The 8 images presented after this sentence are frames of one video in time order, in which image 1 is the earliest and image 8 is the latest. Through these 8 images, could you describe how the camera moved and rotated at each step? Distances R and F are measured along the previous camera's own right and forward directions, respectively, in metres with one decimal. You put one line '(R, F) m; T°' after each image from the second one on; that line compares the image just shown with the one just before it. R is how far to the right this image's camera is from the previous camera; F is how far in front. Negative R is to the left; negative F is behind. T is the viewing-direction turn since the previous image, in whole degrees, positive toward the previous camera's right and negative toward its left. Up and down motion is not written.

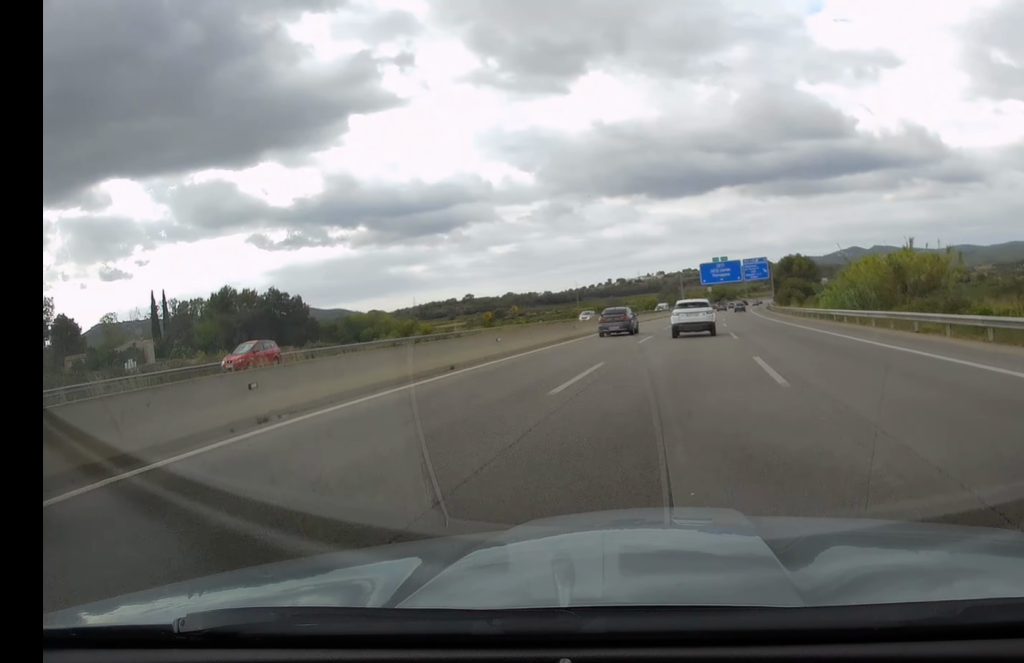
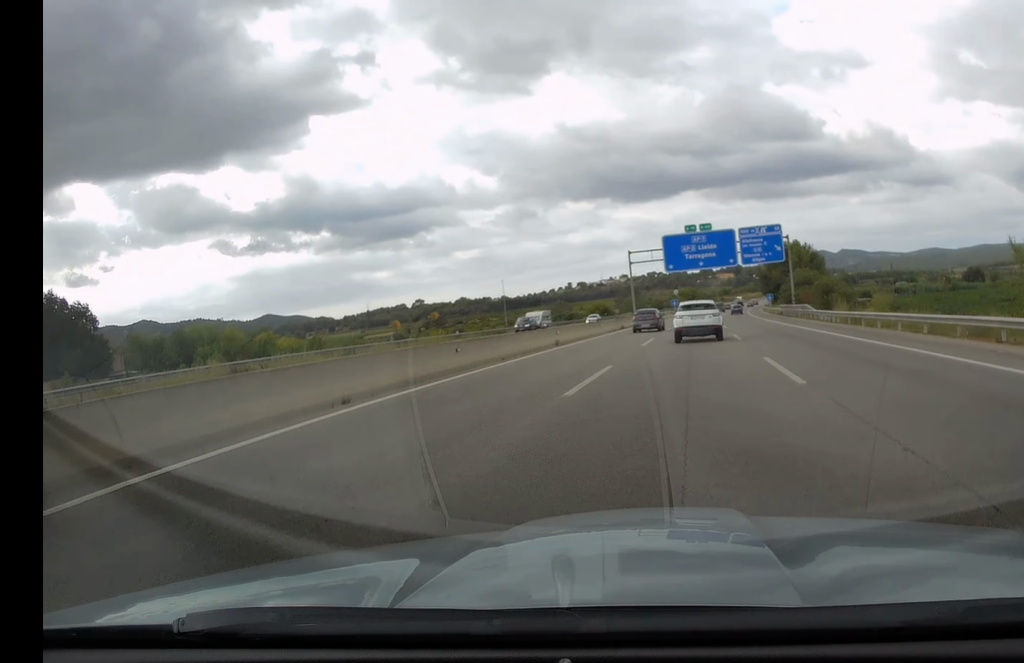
(+0.9, +68.4) m; +2°
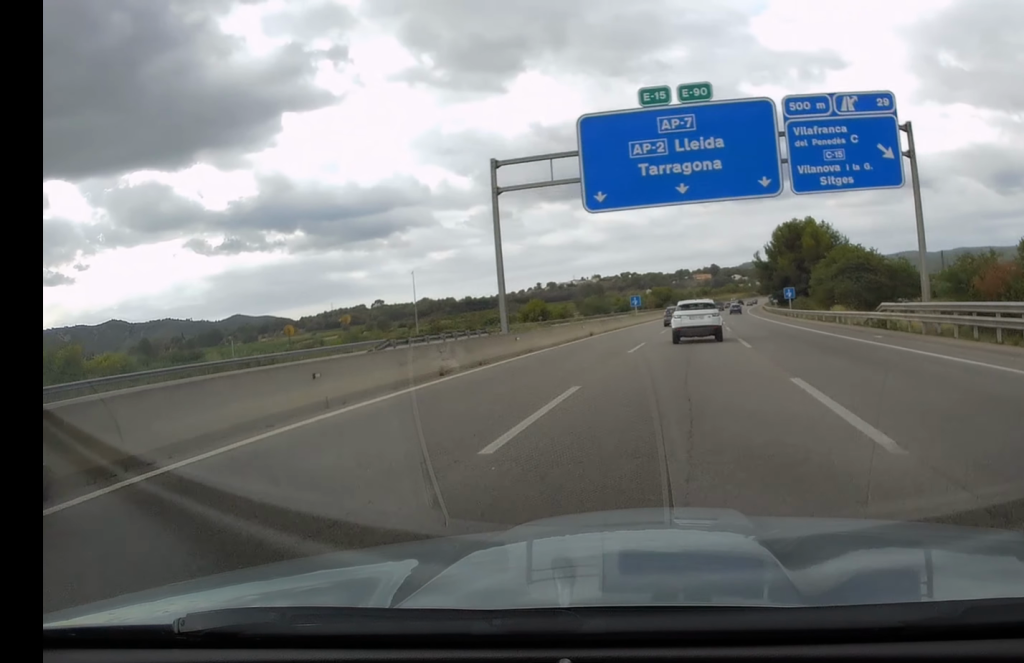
(+0.8, +57.1) m; +2°
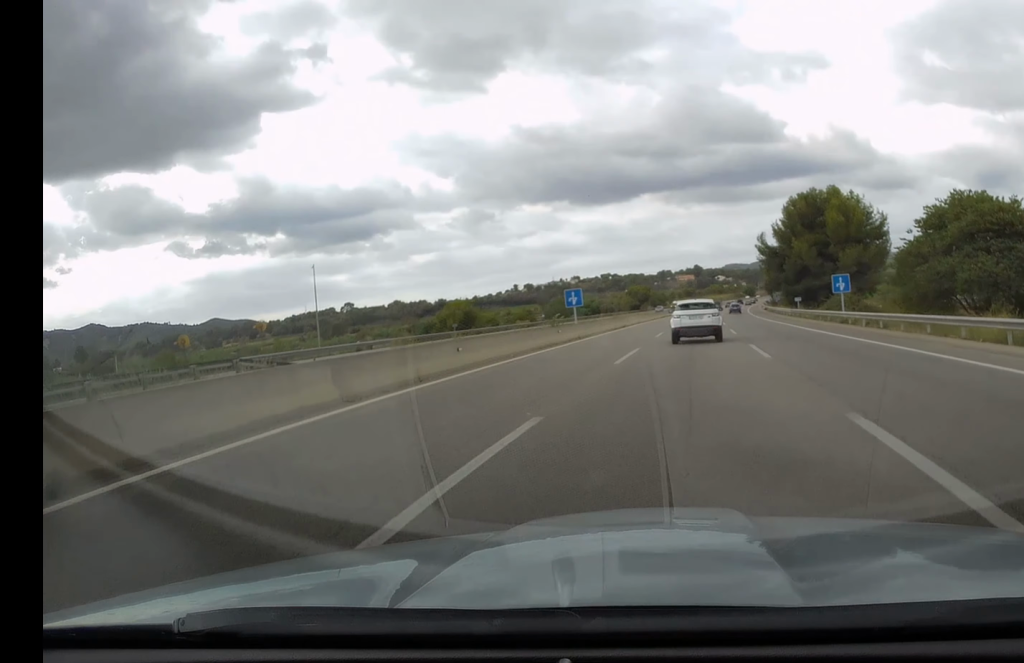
(+0.7, +39.5) m; +1°
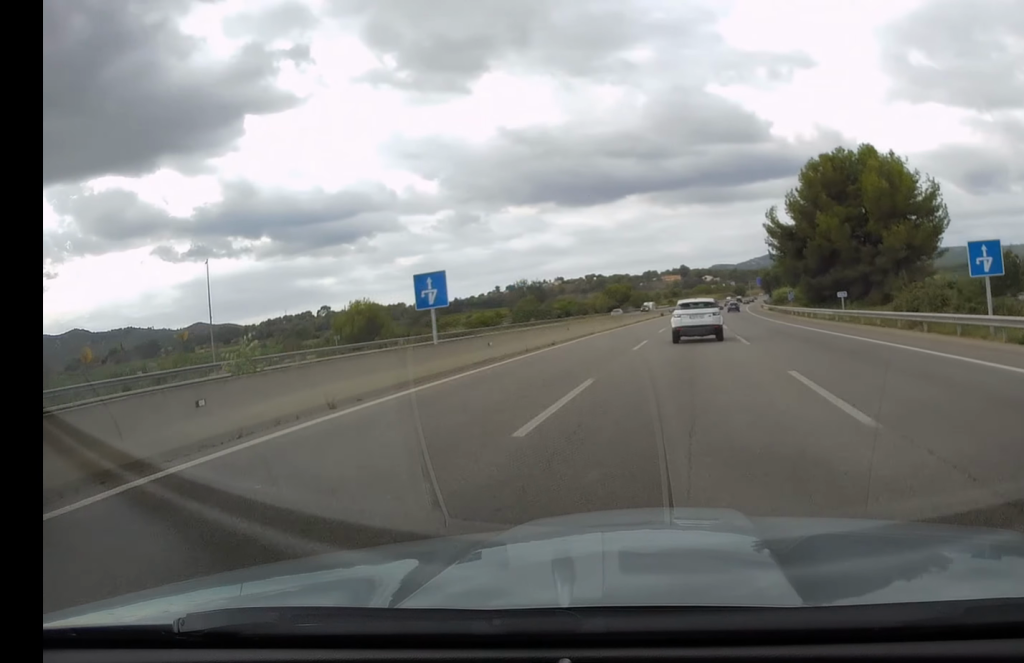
(+0.1, +28.4) m; +1°
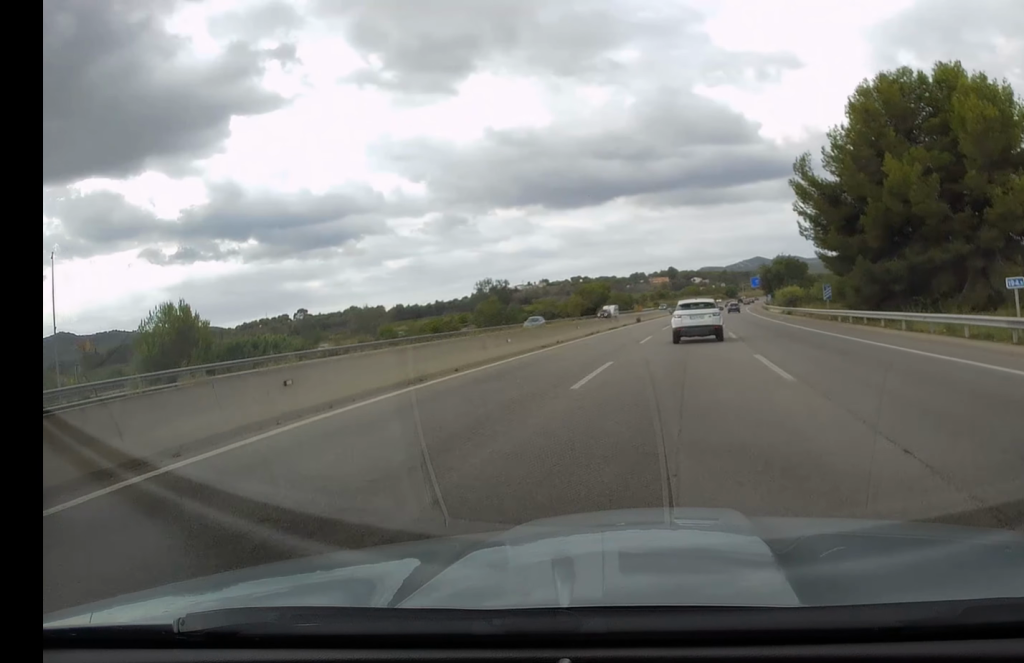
(+0.5, +29.0) m; +1°
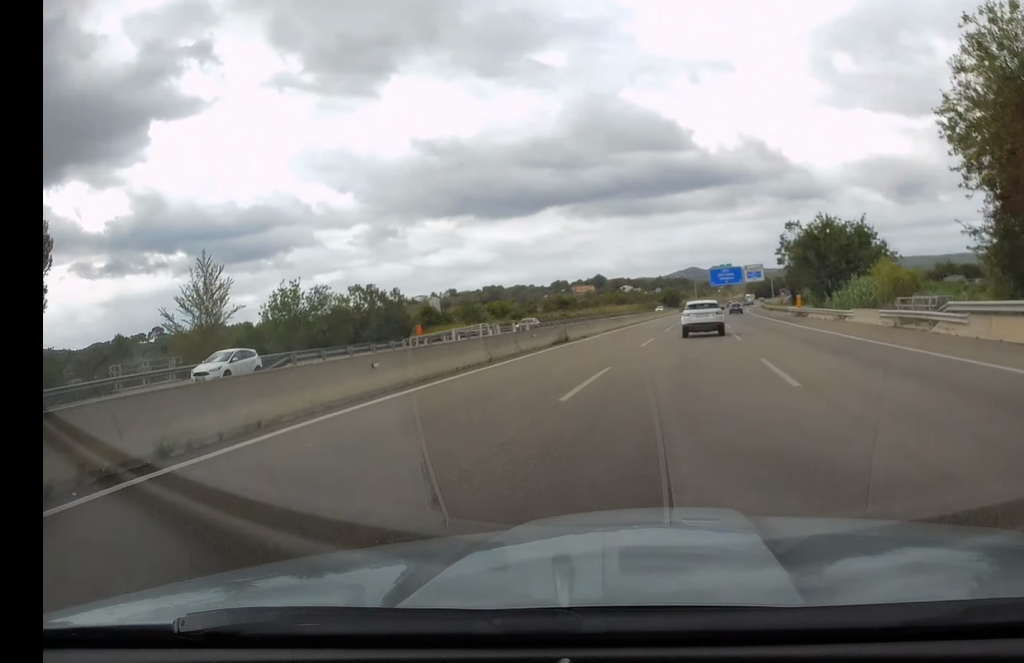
(+6.7, +156.0) m; +5°
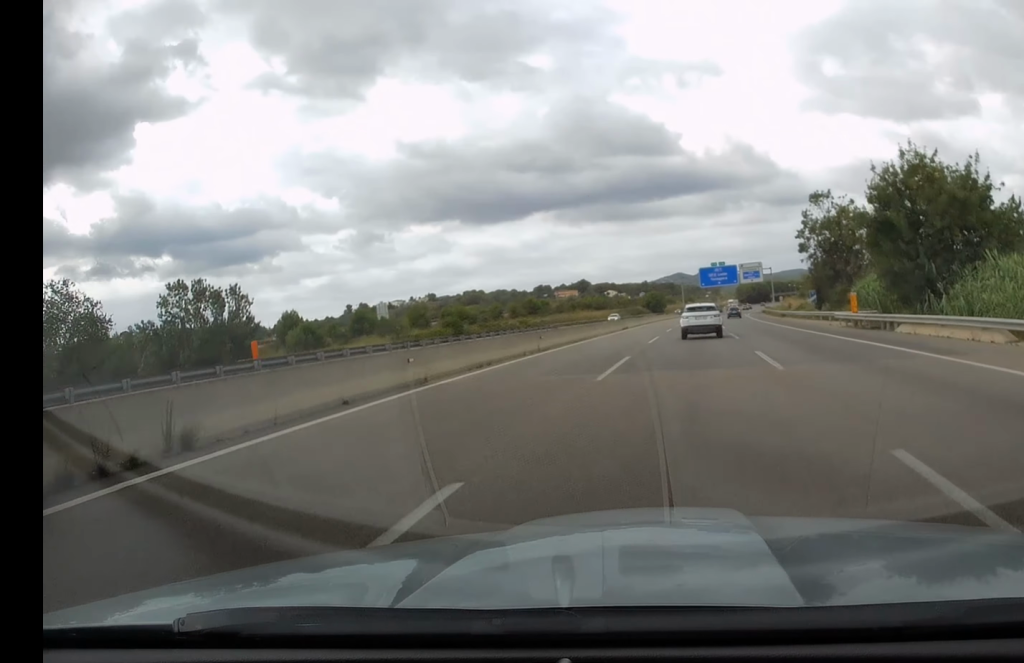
(+0.5, +29.8) m; +1°
